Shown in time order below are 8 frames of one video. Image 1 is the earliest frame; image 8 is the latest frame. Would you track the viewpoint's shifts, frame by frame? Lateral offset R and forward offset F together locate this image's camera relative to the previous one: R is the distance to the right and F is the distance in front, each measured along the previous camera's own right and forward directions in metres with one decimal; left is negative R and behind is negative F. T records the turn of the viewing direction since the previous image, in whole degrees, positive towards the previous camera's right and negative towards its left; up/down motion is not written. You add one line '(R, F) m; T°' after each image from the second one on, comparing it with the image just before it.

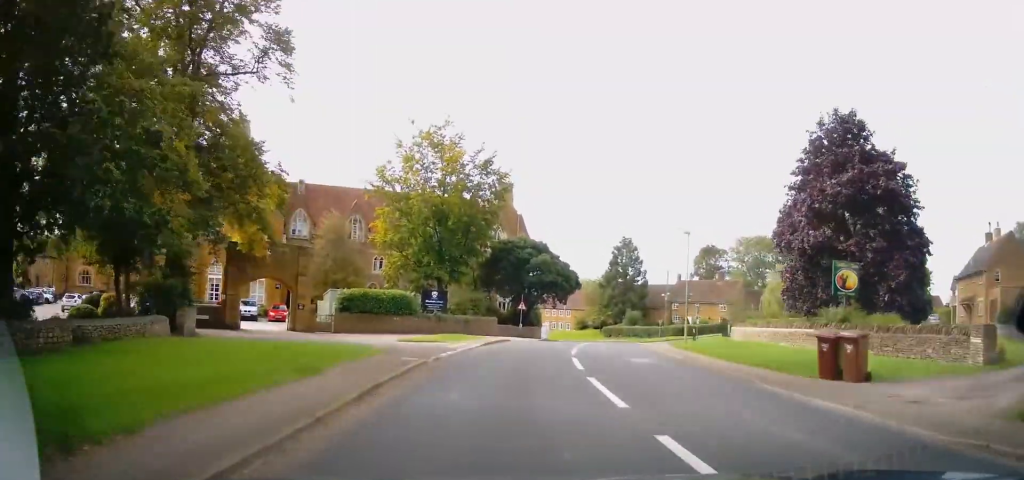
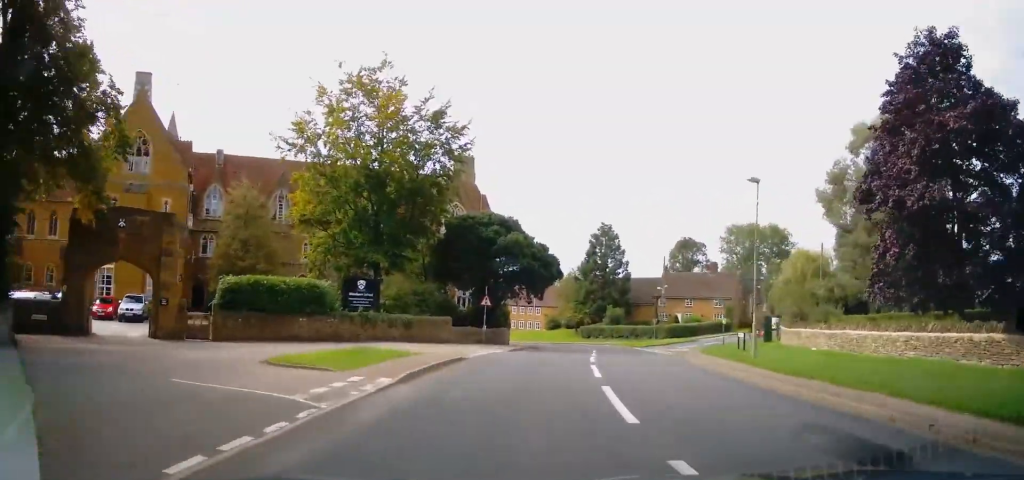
(+0.7, +13.4) m; +5°
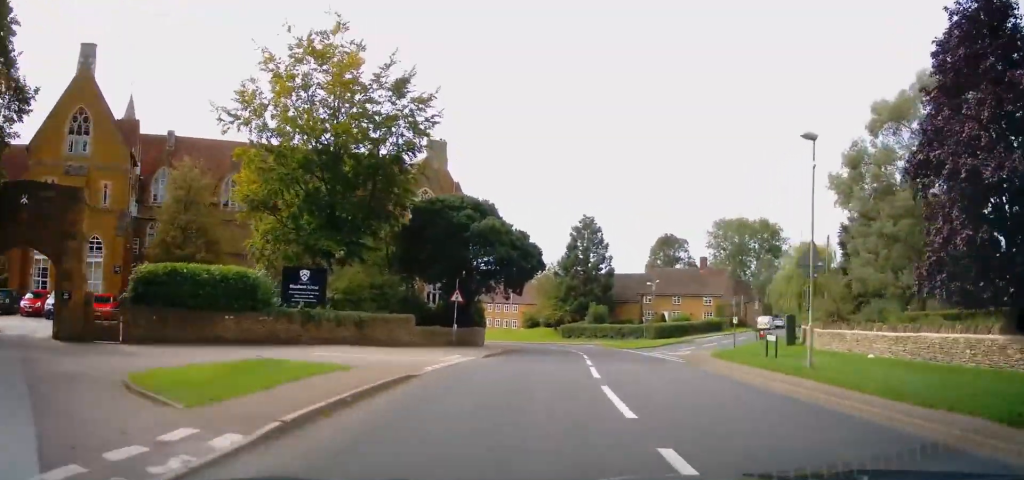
(+0.1, +5.2) m; +2°
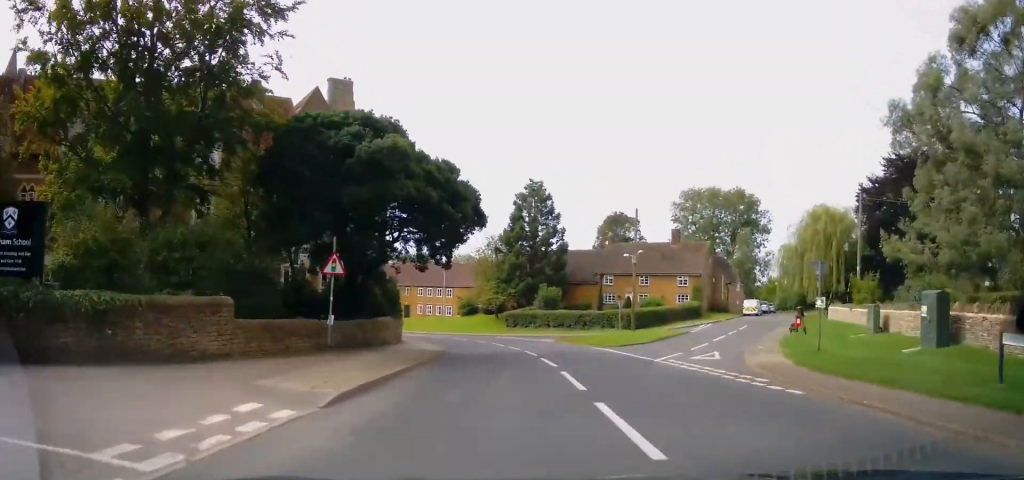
(+0.8, +14.5) m; +3°
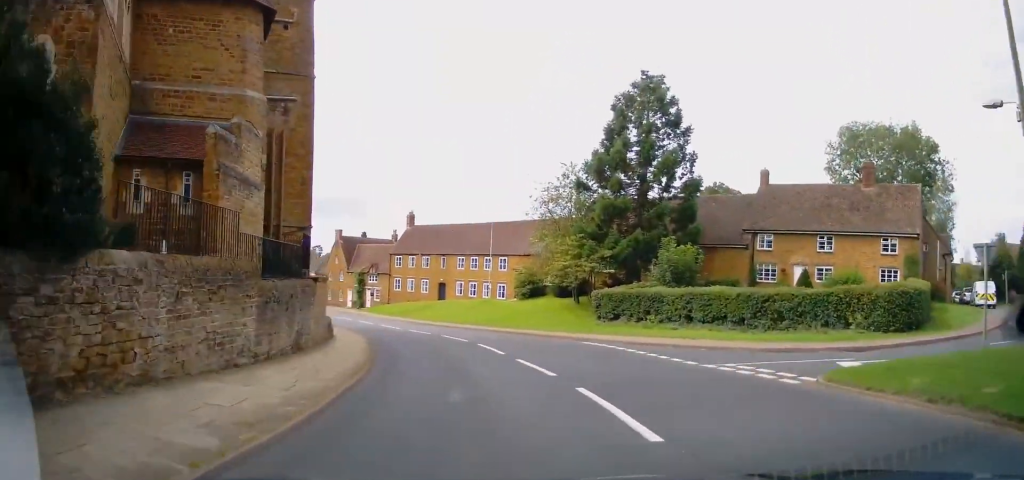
(+0.6, +29.4) m; 0°
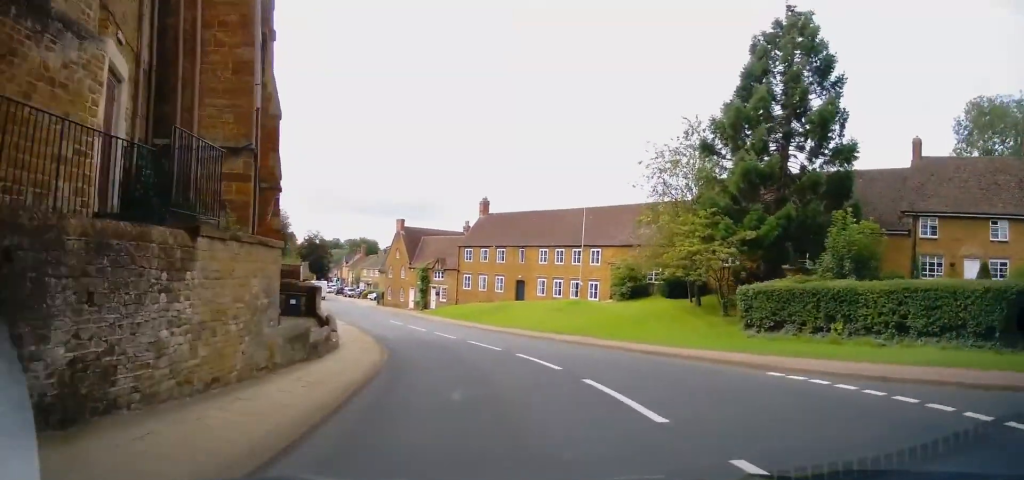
(-0.4, +10.2) m; -4°
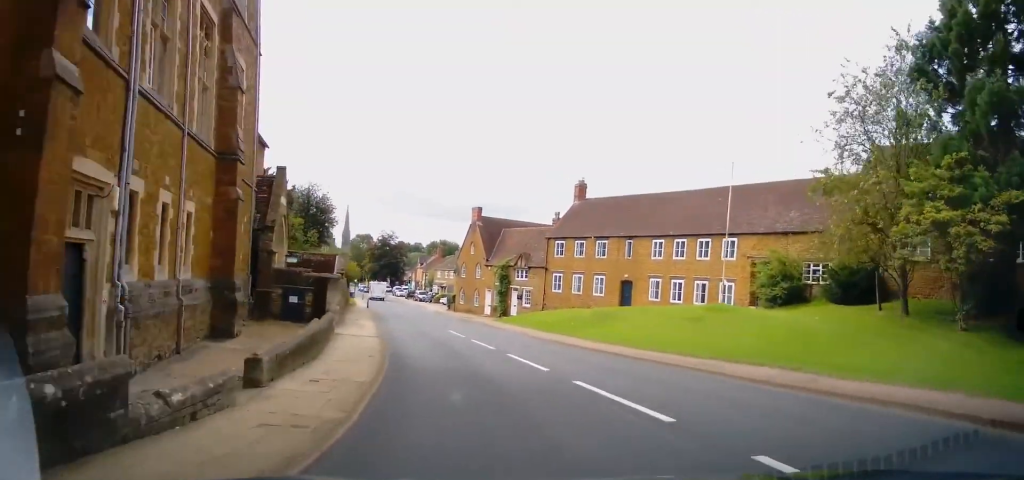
(-0.5, +10.8) m; -2°
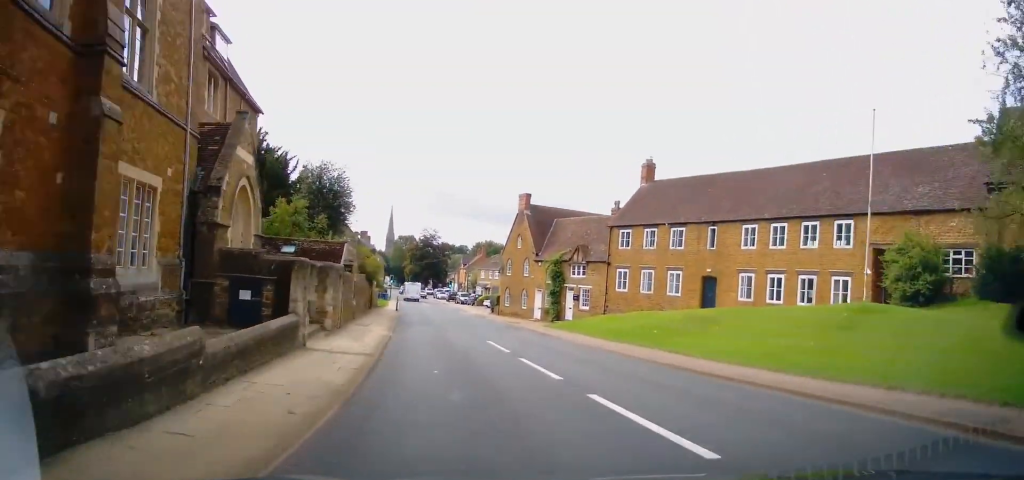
(+0.2, +7.5) m; -5°
